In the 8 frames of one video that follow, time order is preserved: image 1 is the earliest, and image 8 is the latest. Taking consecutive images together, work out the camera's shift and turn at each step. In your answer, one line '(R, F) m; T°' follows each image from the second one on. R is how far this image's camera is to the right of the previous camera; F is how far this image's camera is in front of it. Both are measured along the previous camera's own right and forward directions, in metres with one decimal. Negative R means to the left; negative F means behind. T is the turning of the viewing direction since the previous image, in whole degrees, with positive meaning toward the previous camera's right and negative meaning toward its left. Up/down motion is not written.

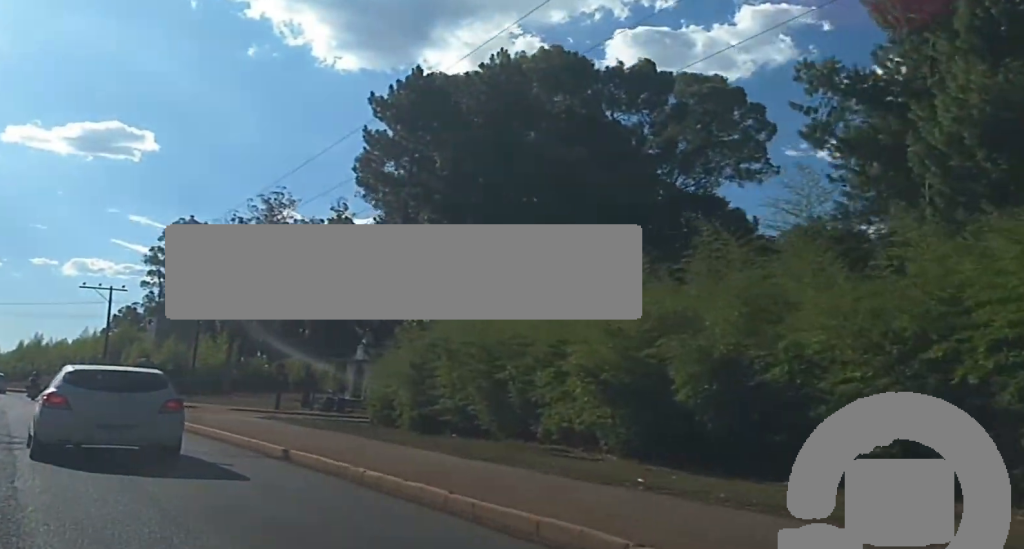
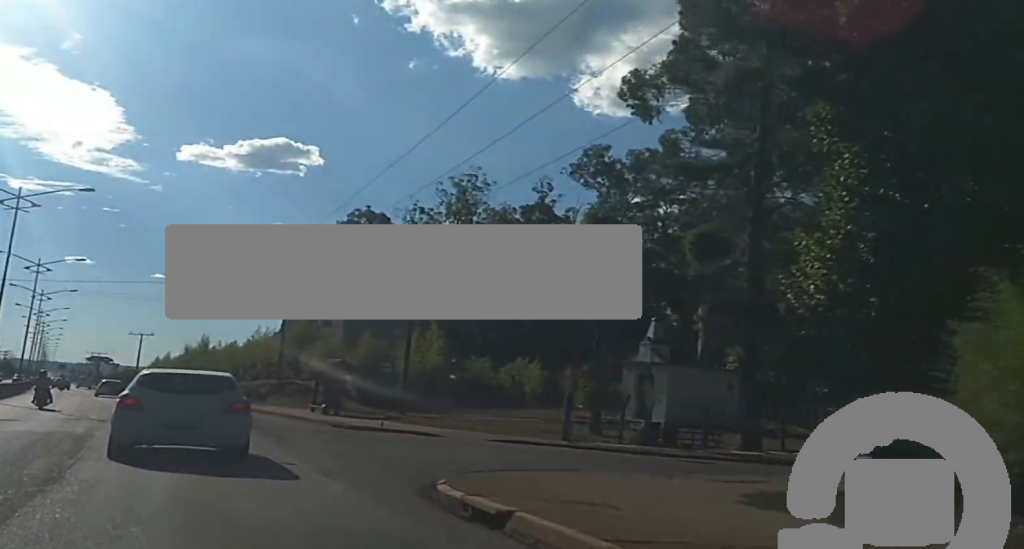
(-0.2, +18.8) m; -10°
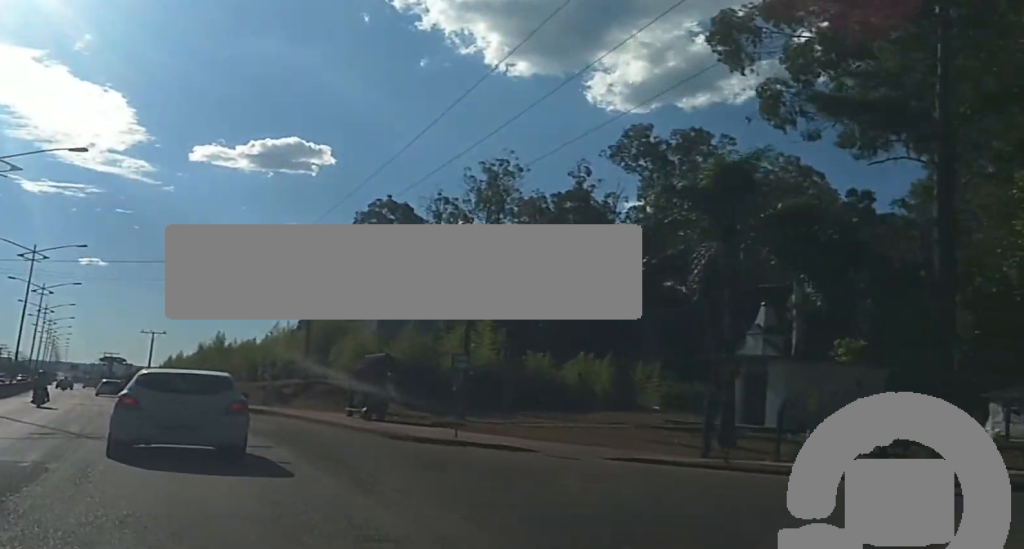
(-0.8, +7.2) m; -6°
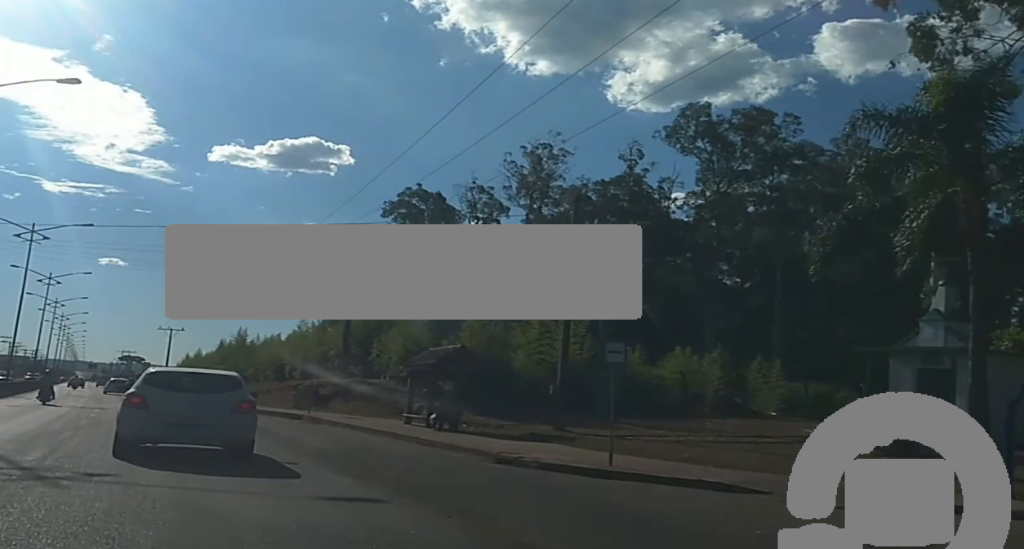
(-0.7, +8.0) m; -5°
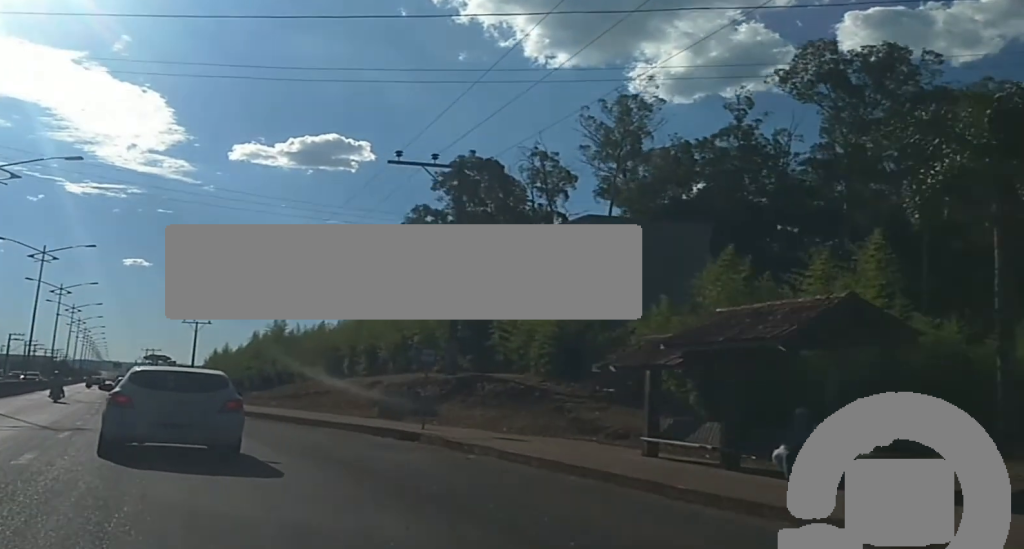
(0.0, +16.8) m; 0°
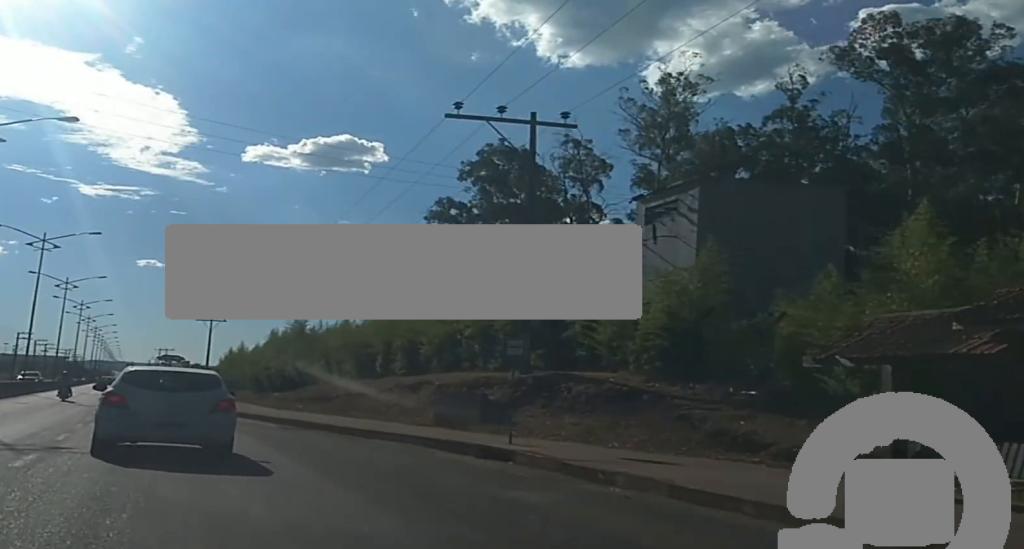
(0.0, +6.2) m; 0°
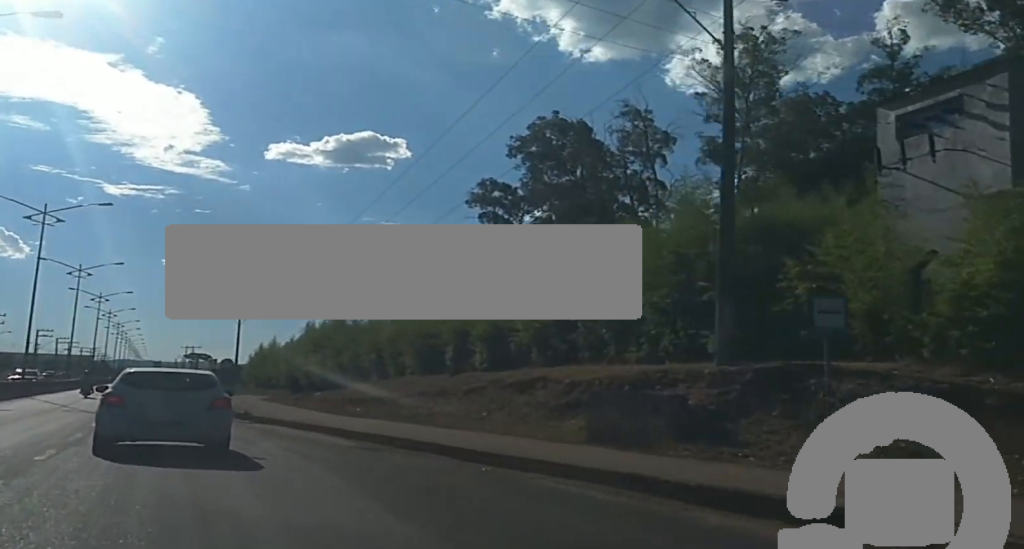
(0.0, +10.1) m; -1°
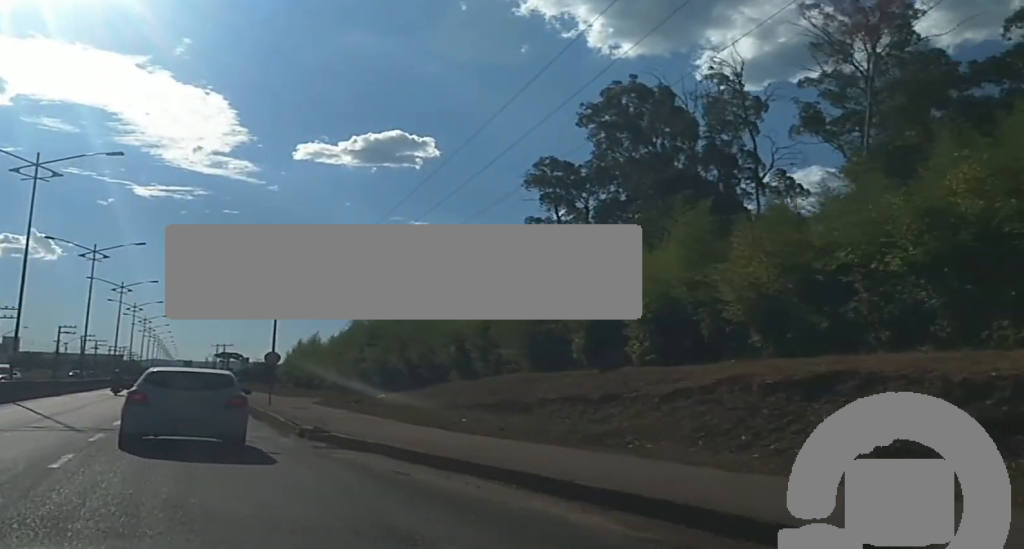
(-0.1, +12.1) m; -1°
